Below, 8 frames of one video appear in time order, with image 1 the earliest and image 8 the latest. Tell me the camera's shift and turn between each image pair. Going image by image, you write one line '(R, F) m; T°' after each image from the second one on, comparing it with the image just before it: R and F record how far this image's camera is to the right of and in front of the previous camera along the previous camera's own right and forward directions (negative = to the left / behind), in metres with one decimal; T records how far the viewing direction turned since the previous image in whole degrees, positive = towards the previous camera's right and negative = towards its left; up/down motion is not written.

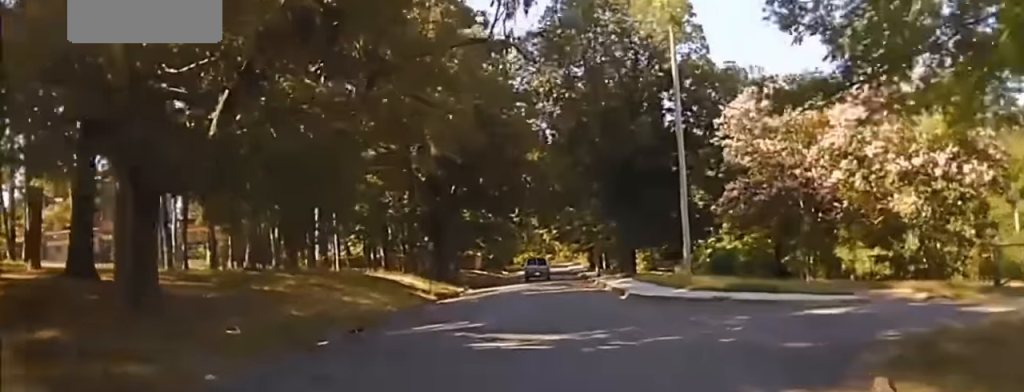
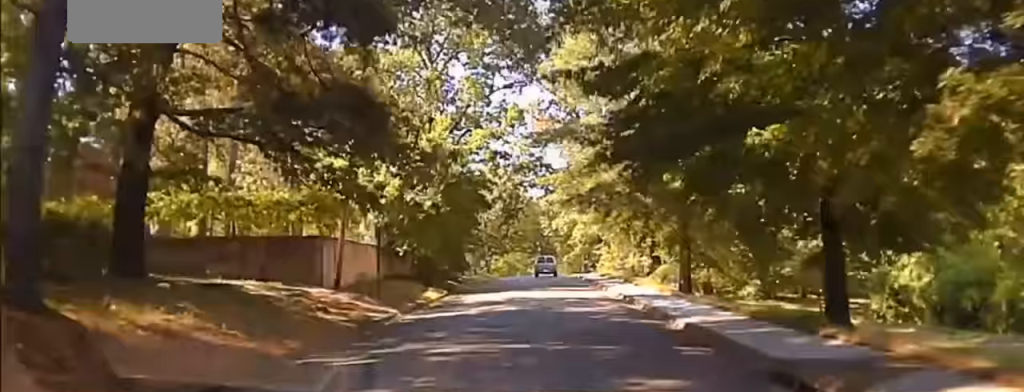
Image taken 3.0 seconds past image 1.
(-1.5, +71.5) m; -1°
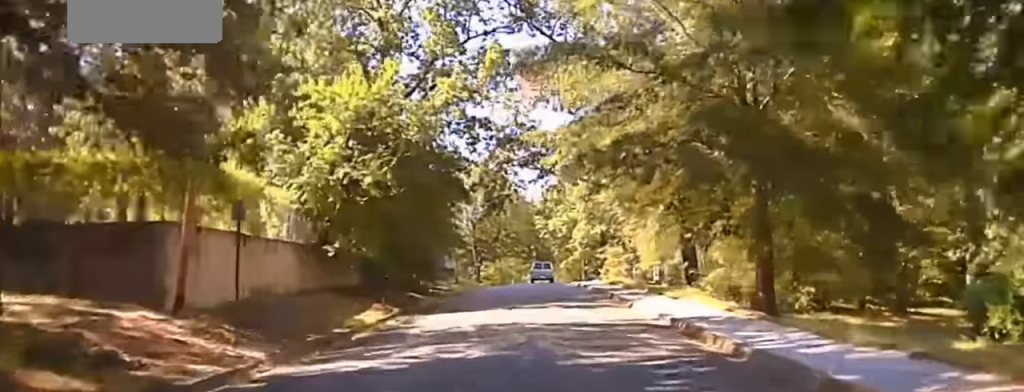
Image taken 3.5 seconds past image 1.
(0.0, +12.6) m; 0°
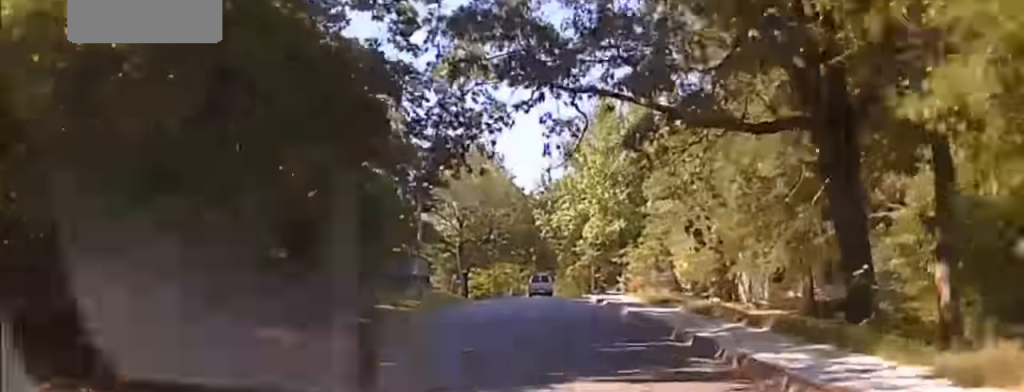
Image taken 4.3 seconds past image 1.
(0.0, +19.5) m; 0°
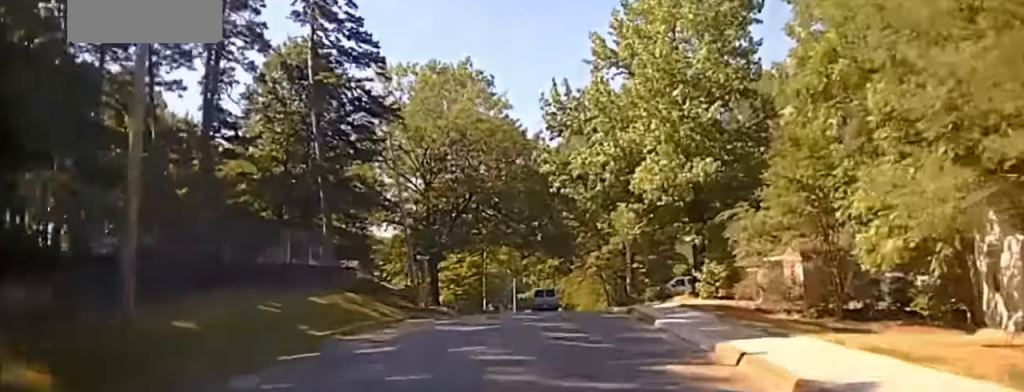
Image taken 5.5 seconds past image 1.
(+0.1, +32.6) m; 0°
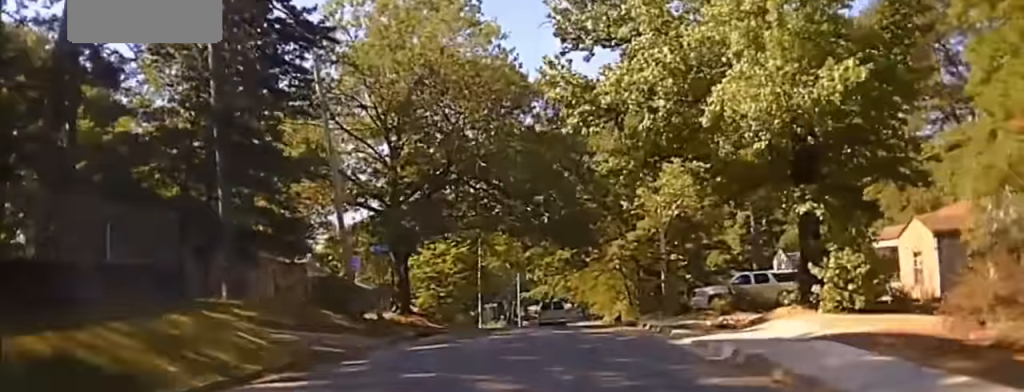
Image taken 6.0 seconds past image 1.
(0.0, +17.2) m; 0°
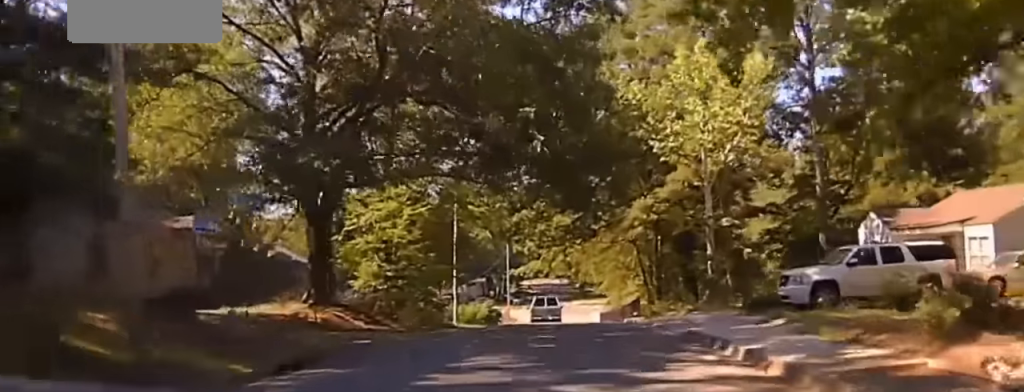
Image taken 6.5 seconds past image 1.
(0.0, +15.4) m; 0°
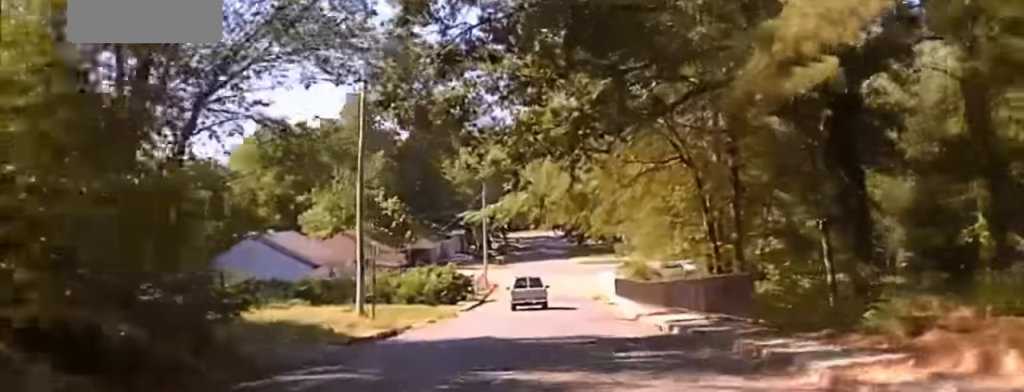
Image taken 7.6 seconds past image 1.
(0.0, +32.1) m; 0°
